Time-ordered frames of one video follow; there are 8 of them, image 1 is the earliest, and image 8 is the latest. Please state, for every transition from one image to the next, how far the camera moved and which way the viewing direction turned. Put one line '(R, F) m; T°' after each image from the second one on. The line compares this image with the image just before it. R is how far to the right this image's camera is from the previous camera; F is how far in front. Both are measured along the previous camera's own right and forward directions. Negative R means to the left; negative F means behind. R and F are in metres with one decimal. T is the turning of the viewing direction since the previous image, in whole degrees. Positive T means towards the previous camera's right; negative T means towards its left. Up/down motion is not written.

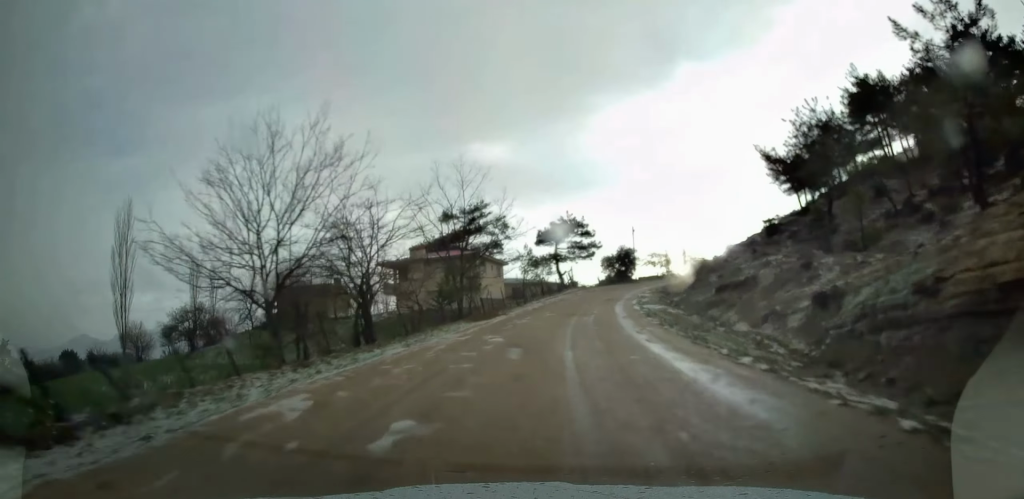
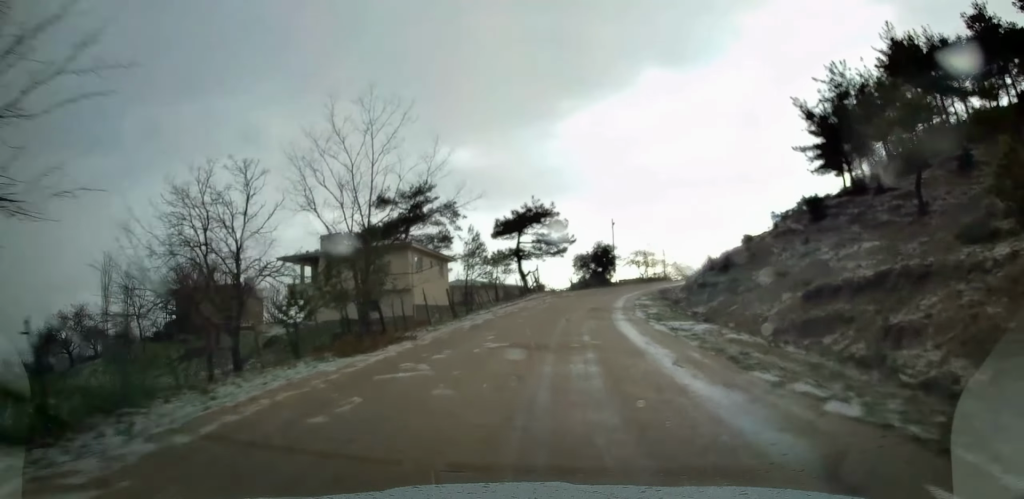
(+0.2, +16.3) m; +2°
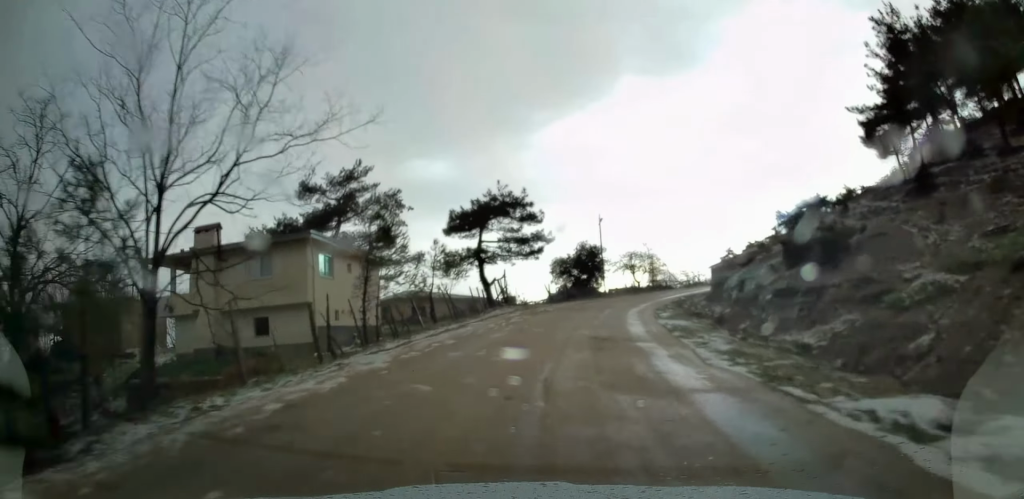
(+0.4, +14.8) m; +4°
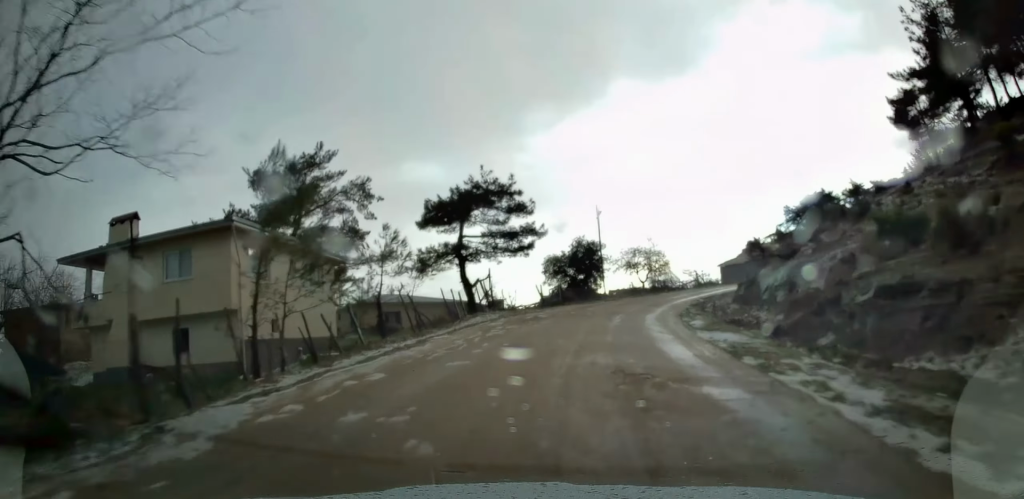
(+0.1, +6.6) m; +3°
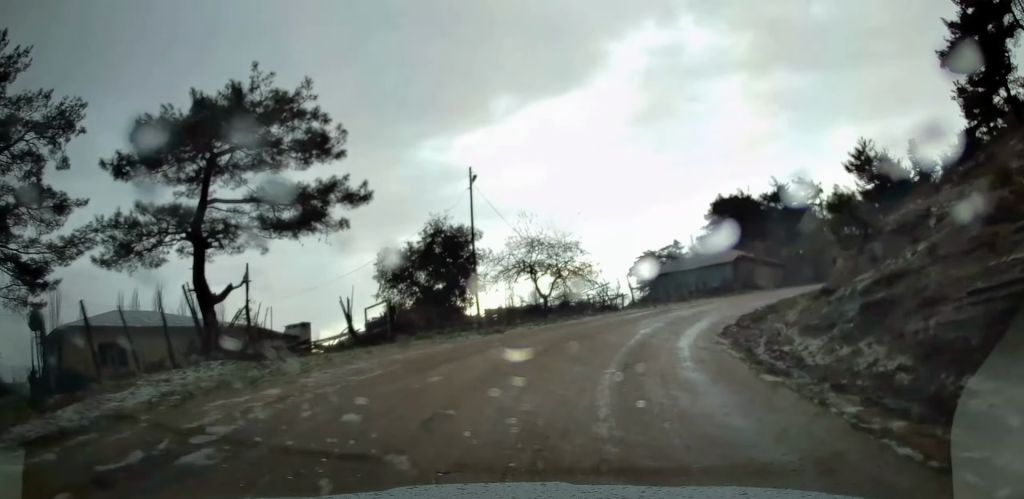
(+1.7, +21.3) m; +12°
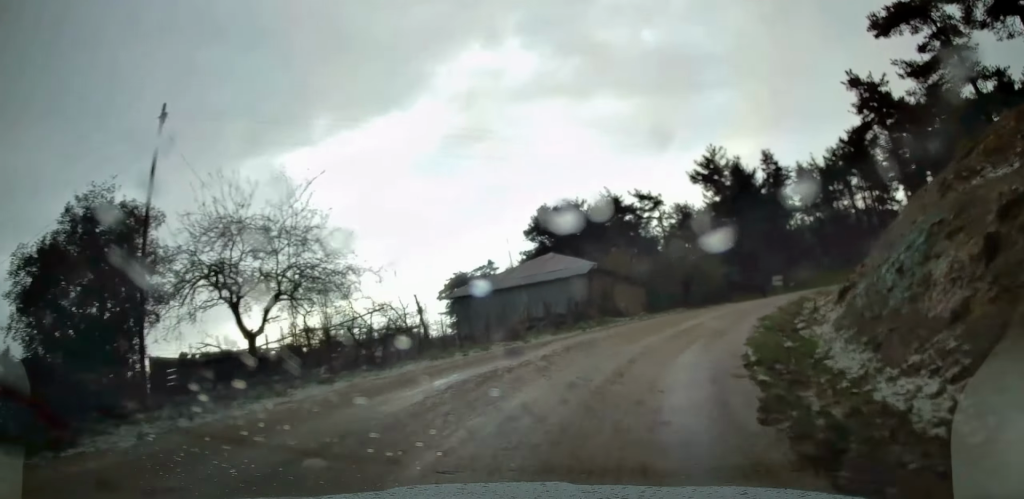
(+2.5, +14.5) m; +19°
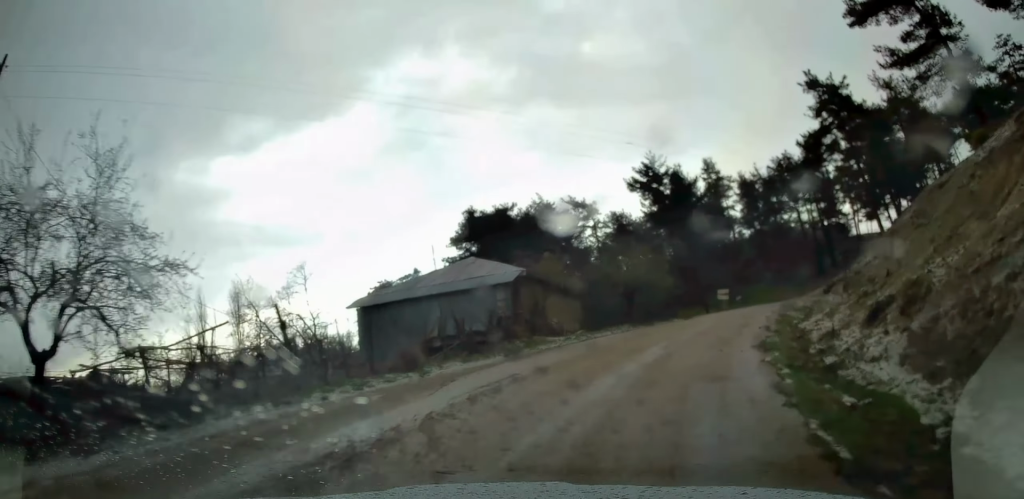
(+0.2, +5.2) m; +7°
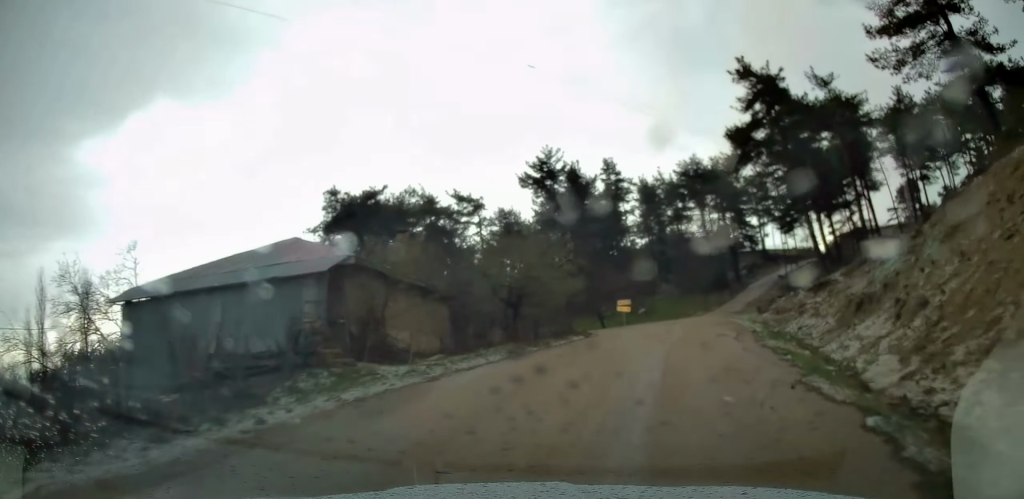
(+0.8, +8.7) m; +9°
